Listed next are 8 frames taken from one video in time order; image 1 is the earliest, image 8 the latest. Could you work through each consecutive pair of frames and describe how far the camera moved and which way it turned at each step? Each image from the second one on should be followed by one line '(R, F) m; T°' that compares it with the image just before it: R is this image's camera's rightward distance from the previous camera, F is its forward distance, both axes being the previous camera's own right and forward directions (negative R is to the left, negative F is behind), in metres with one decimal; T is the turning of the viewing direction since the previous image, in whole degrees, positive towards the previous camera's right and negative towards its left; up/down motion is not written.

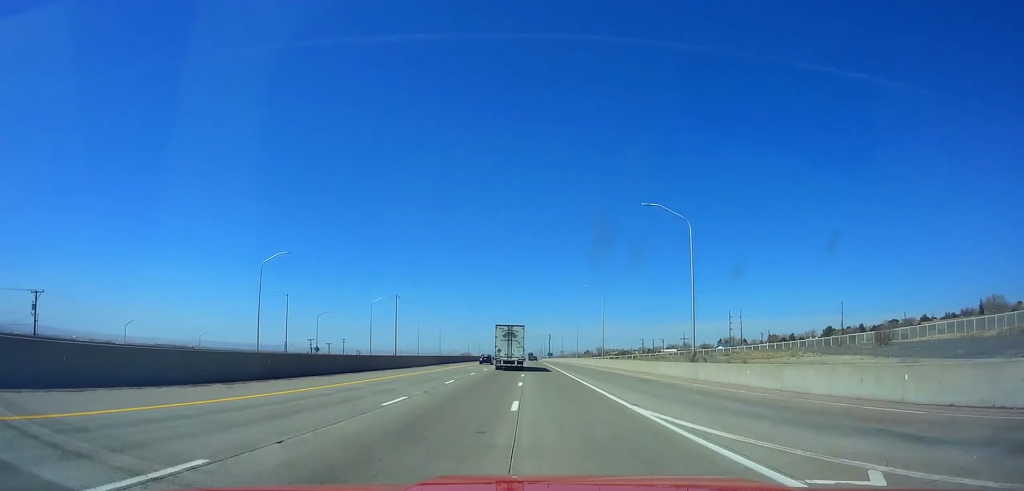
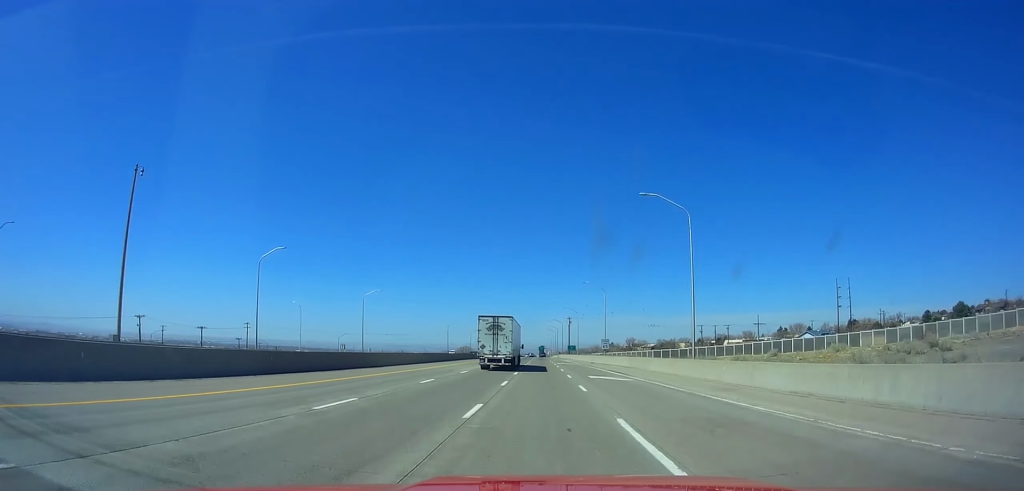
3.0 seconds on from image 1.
(0.0, +99.9) m; 0°
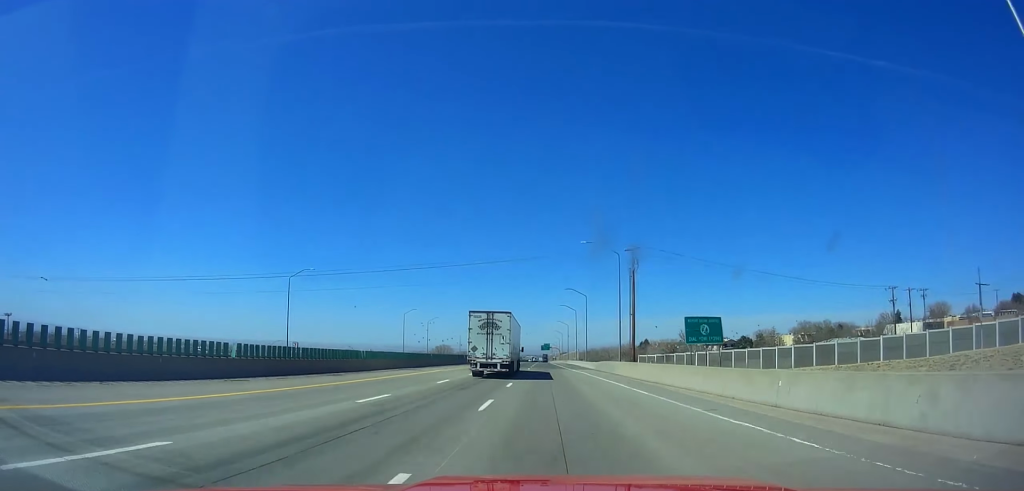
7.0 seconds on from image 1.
(-0.8, +132.1) m; -1°
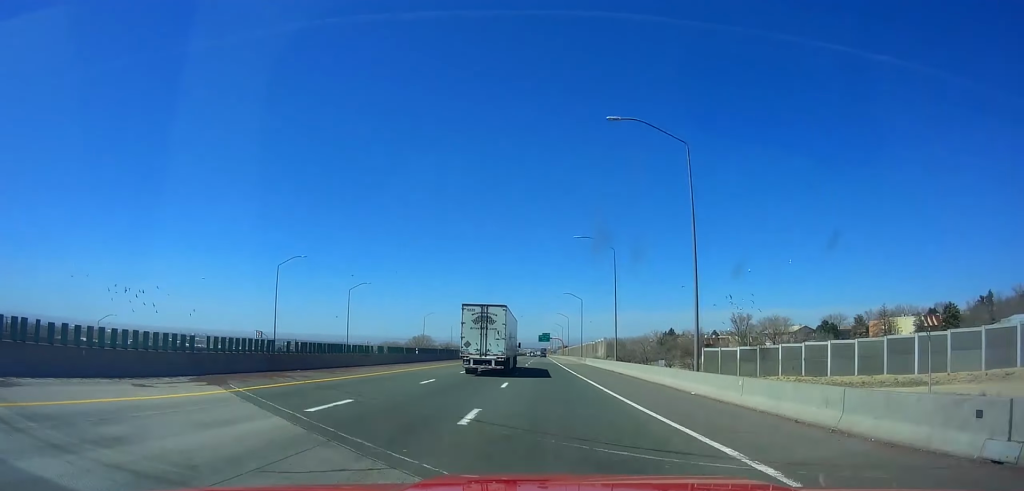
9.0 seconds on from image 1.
(-0.2, +65.5) m; 0°
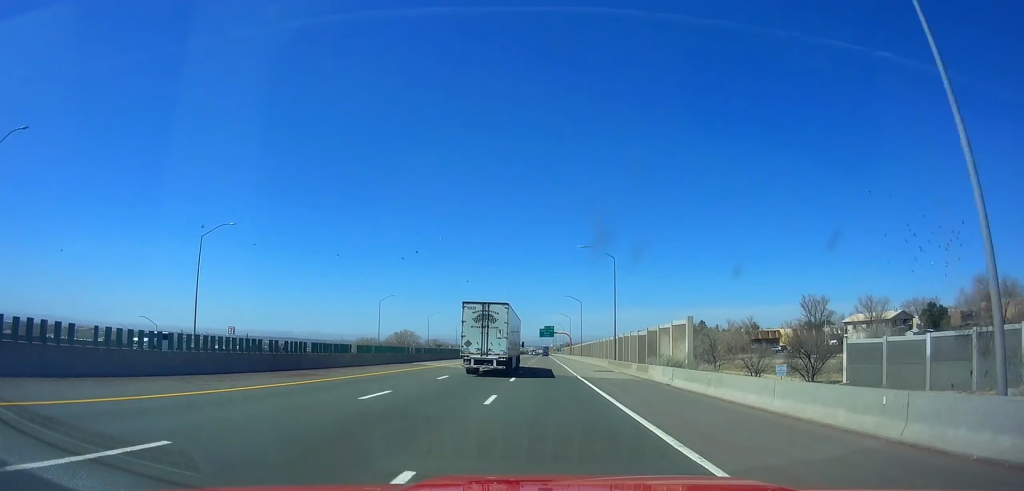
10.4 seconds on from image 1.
(+0.3, +45.6) m; 0°
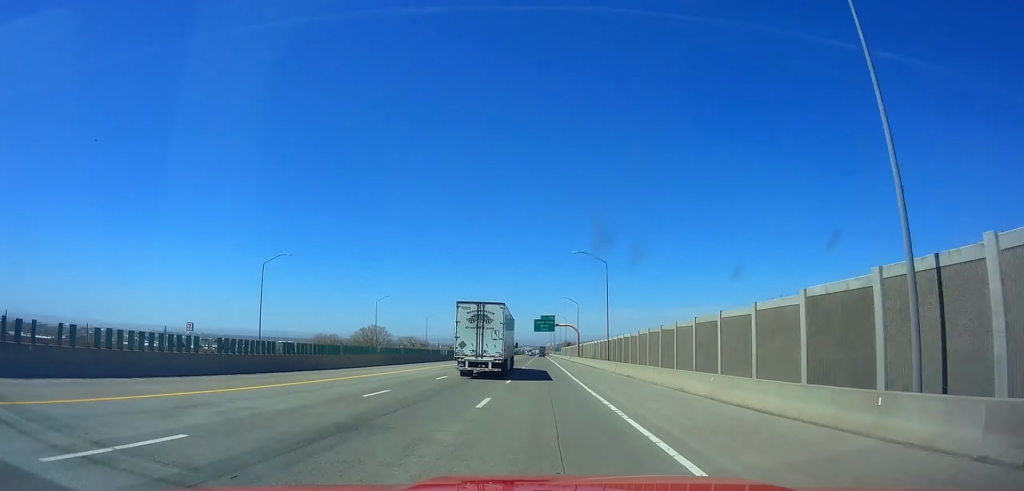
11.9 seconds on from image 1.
(0.0, +48.8) m; 0°
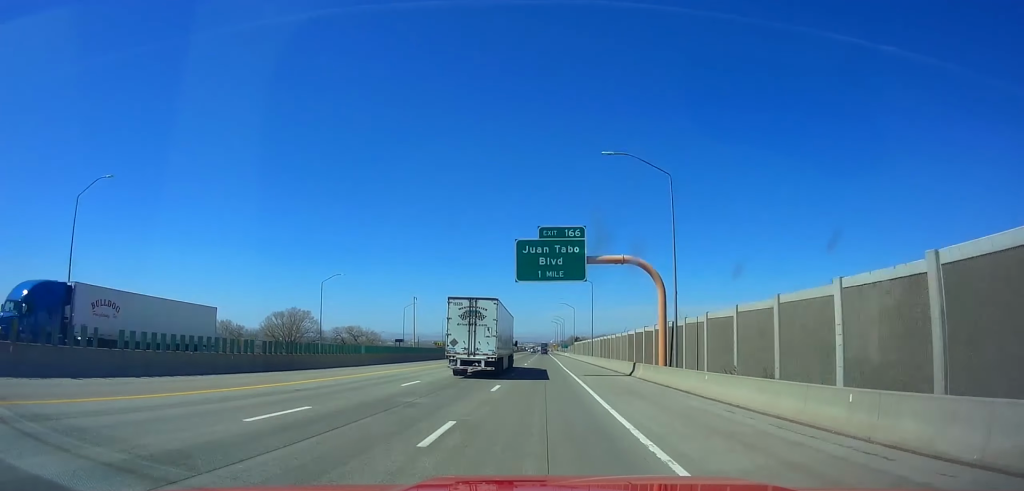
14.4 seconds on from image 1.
(-0.4, +81.1) m; -1°
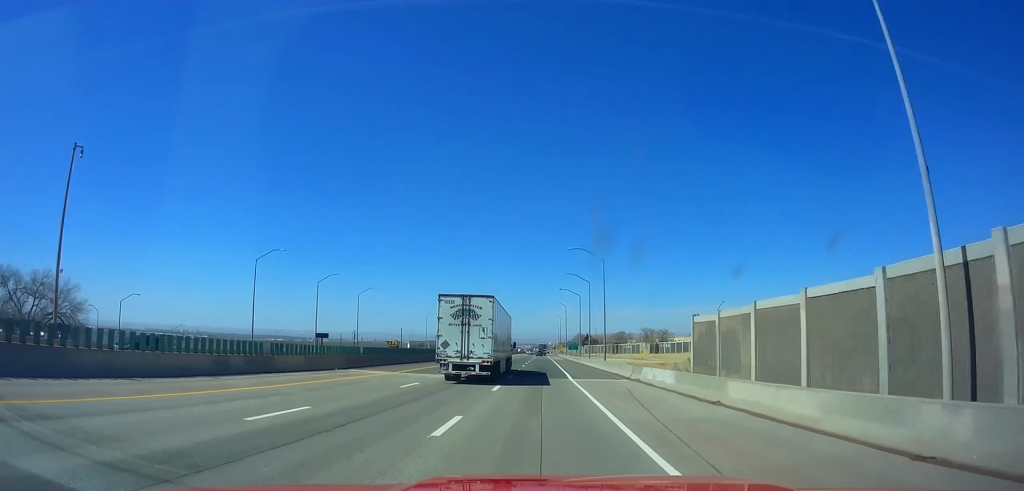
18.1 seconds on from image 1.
(-0.3, +120.6) m; 0°
